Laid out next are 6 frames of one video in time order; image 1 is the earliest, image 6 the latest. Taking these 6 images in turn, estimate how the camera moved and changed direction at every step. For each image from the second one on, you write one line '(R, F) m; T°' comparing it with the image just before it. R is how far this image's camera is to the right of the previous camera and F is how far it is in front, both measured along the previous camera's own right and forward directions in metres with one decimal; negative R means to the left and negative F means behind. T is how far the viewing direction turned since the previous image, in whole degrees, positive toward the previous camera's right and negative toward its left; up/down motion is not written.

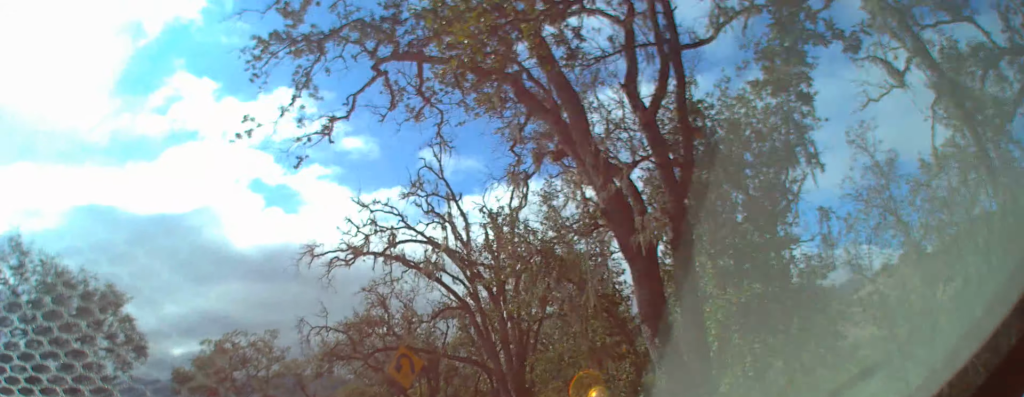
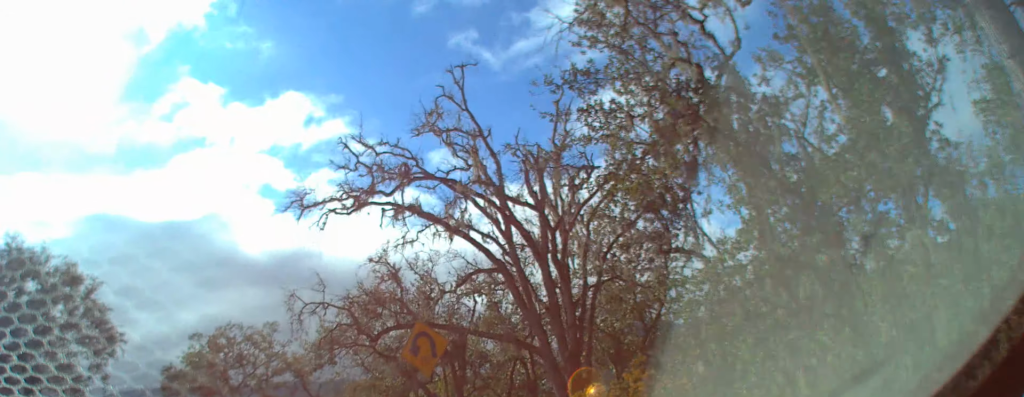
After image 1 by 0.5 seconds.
(0.0, +8.2) m; +1°
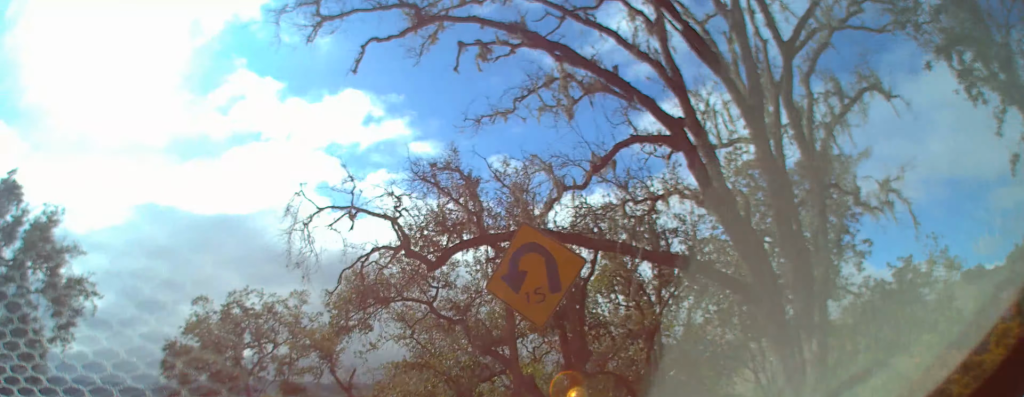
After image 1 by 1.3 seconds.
(-0.3, +14.2) m; +2°
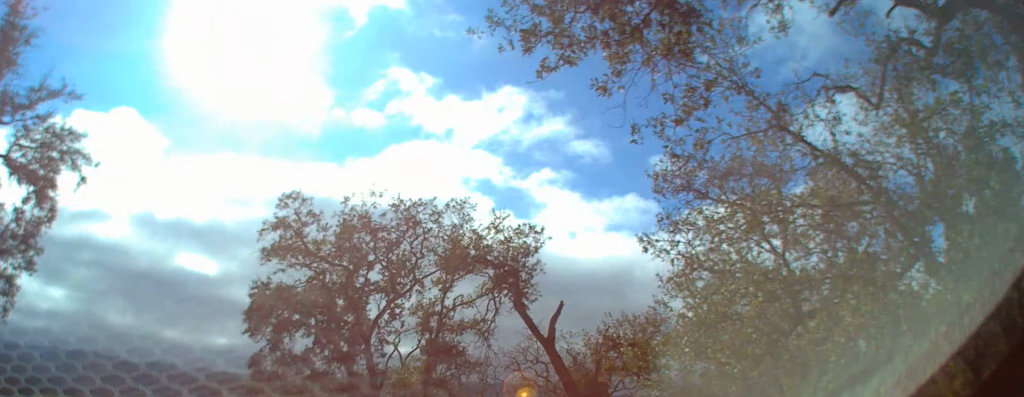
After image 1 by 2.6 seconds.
(-0.4, +20.7) m; -11°
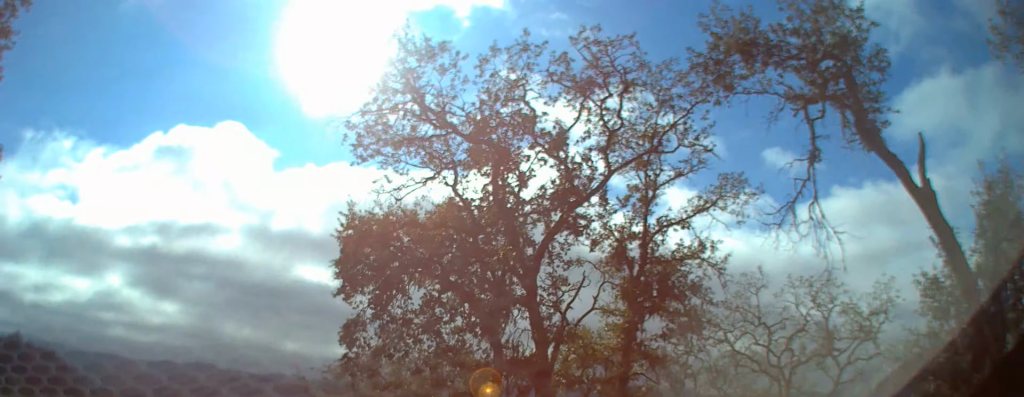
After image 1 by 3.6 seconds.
(-1.8, +13.2) m; -9°
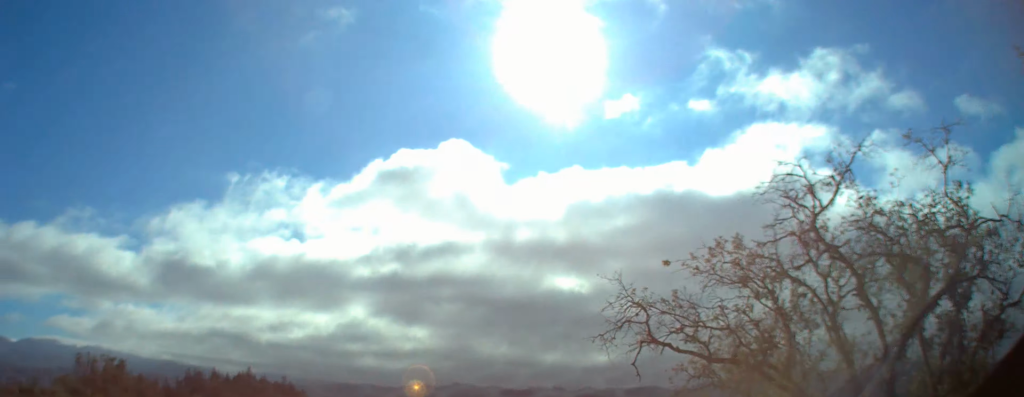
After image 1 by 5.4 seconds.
(-1.1, +22.6) m; -8°
